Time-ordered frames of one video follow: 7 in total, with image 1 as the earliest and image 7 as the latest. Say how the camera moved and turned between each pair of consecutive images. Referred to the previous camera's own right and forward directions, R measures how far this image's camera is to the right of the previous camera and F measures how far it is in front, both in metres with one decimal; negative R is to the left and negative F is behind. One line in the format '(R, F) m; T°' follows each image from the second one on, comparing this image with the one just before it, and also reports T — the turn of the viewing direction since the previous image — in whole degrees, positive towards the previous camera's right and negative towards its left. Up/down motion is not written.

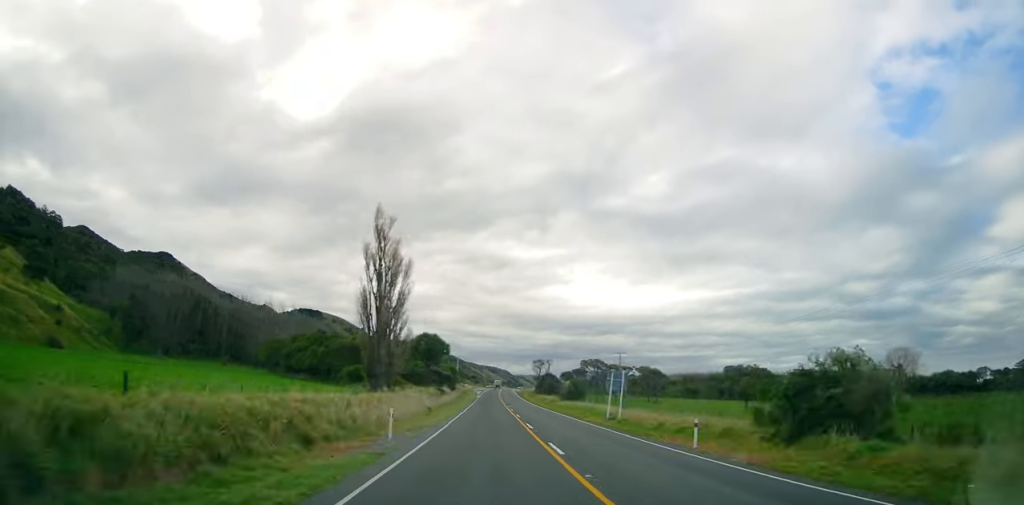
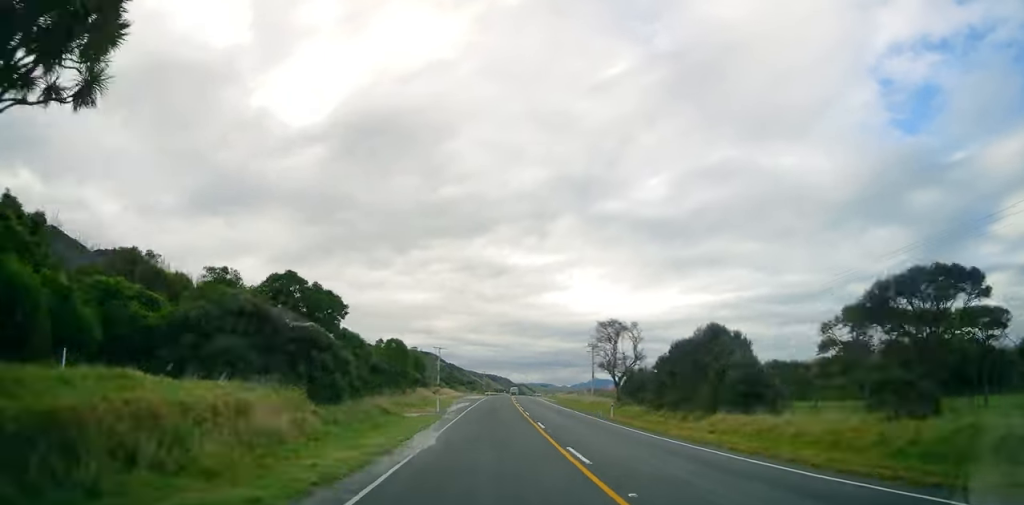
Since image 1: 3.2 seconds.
(+0.7, +81.5) m; +1°
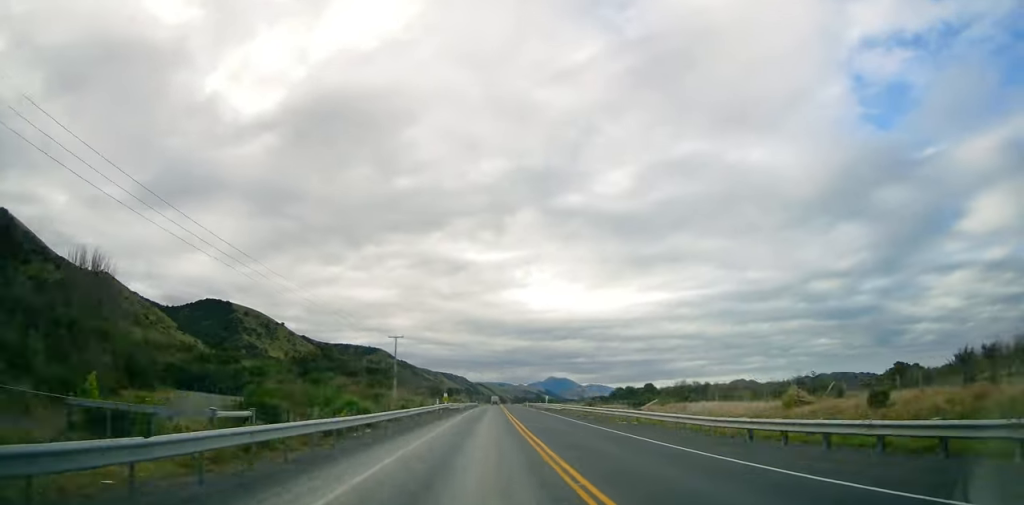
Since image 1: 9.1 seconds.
(+3.2, +148.8) m; +2°
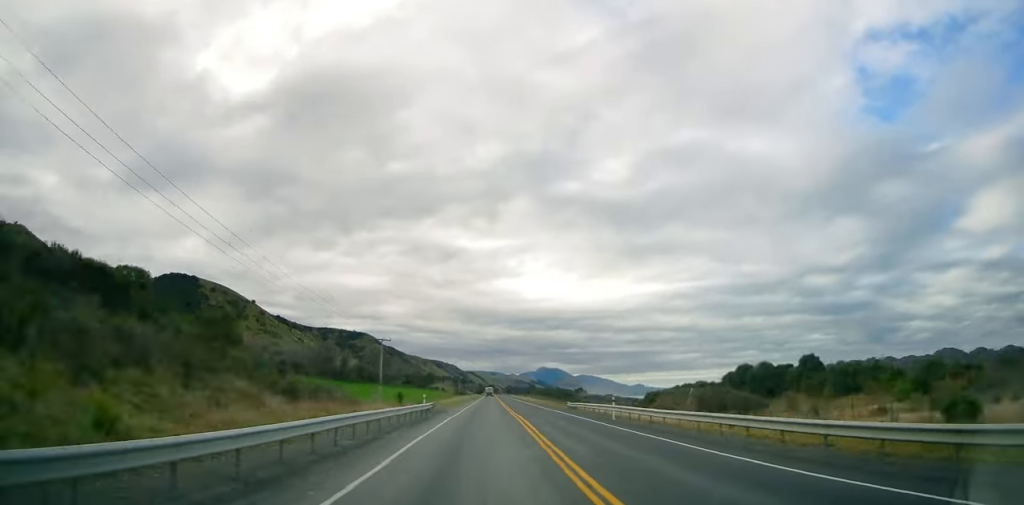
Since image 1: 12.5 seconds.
(+1.2, +87.0) m; +1°
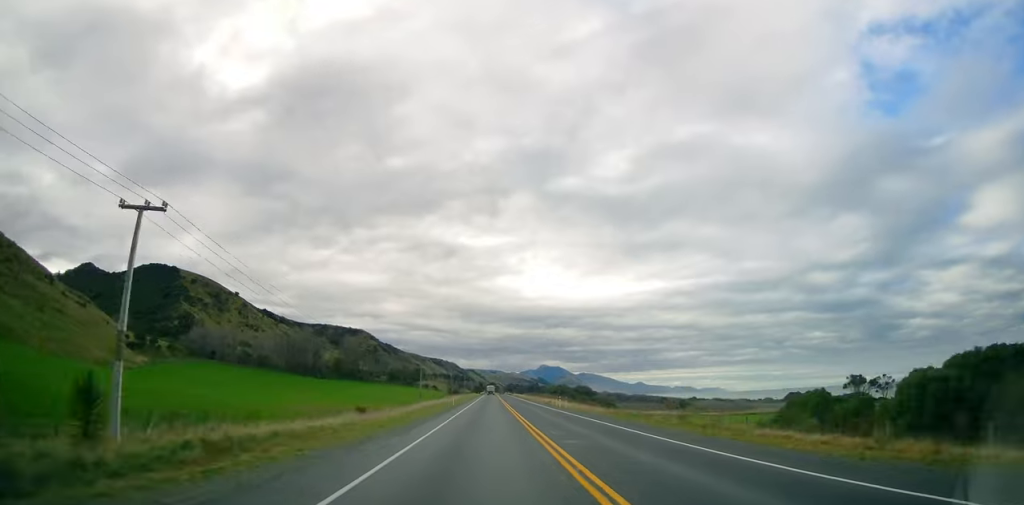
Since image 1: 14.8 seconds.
(+0.6, +56.5) m; 0°
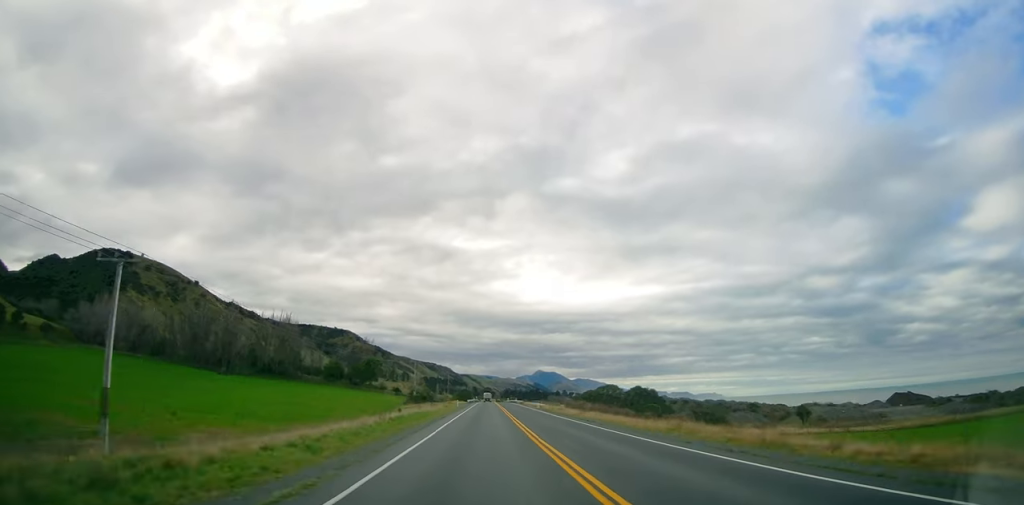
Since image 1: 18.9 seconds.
(-0.8, +102.5) m; 0°
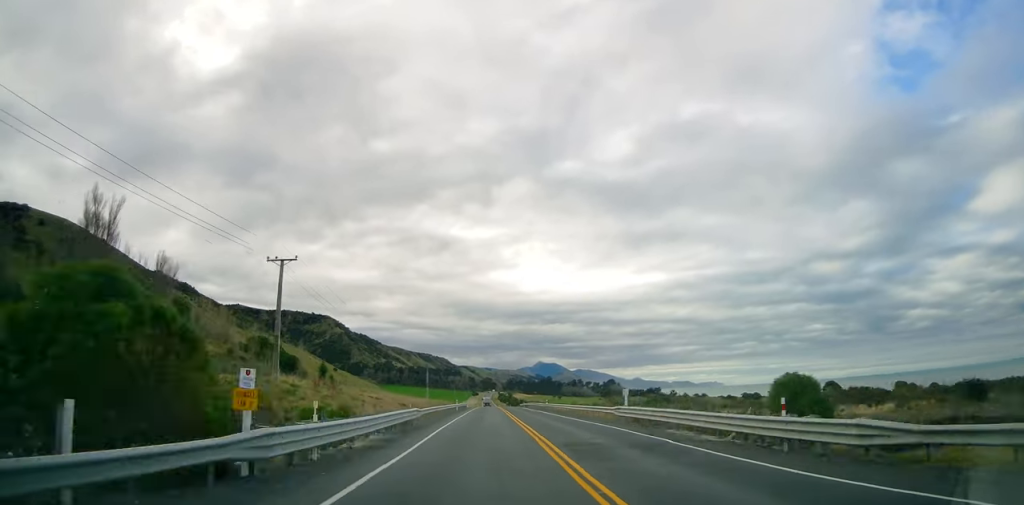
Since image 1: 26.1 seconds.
(+1.5, +178.7) m; +1°
